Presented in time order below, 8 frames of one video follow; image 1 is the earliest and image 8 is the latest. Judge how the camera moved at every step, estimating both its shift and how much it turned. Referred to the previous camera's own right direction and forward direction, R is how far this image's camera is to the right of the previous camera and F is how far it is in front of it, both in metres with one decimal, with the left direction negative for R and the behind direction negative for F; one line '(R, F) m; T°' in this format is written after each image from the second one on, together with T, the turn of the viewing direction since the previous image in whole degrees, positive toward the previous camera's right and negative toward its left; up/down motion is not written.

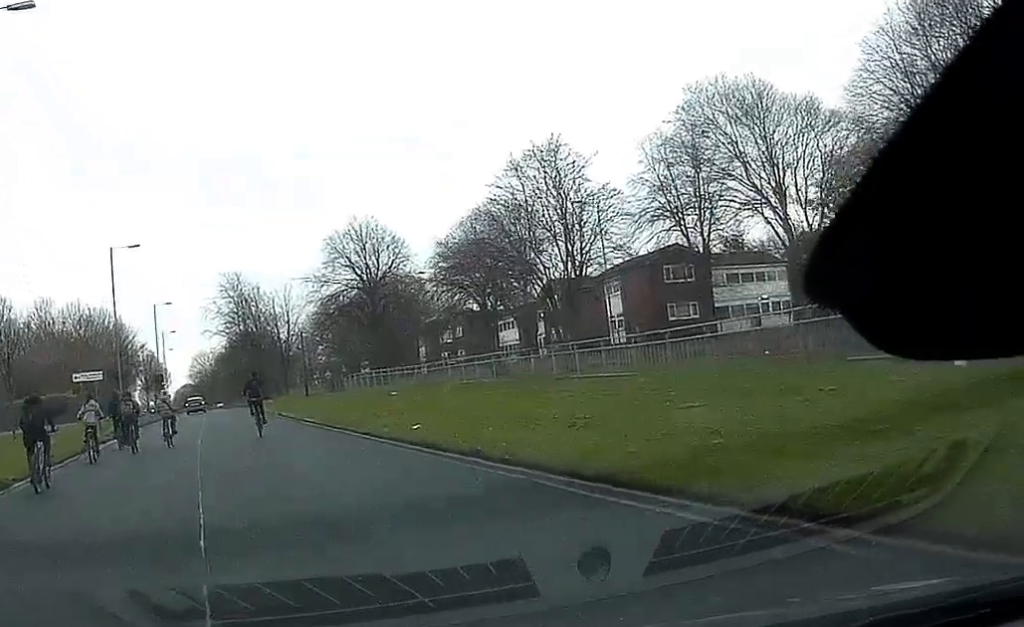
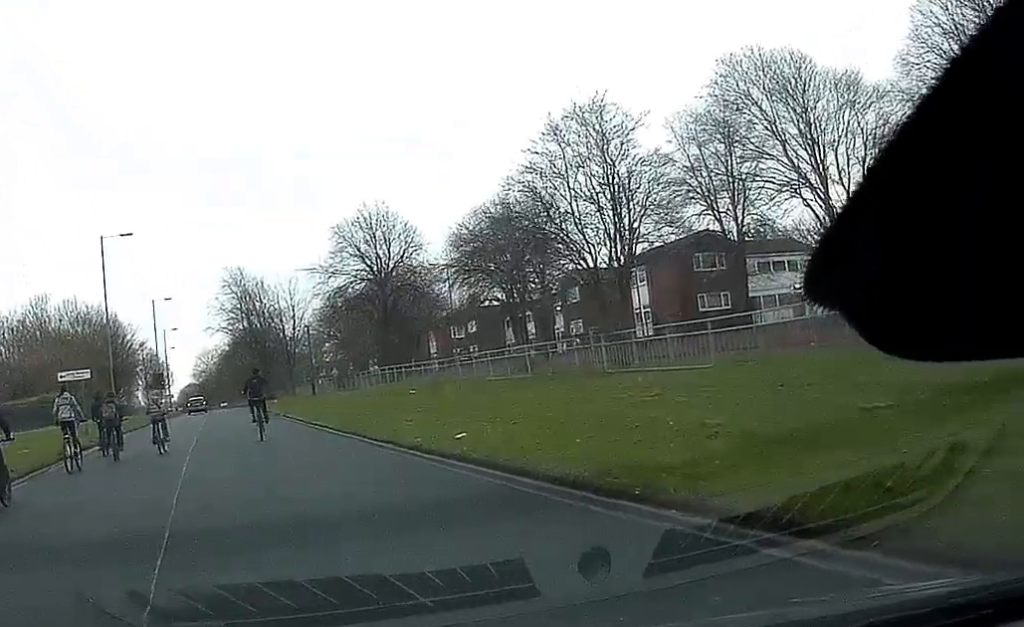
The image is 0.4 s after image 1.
(+0.1, +4.1) m; +1°
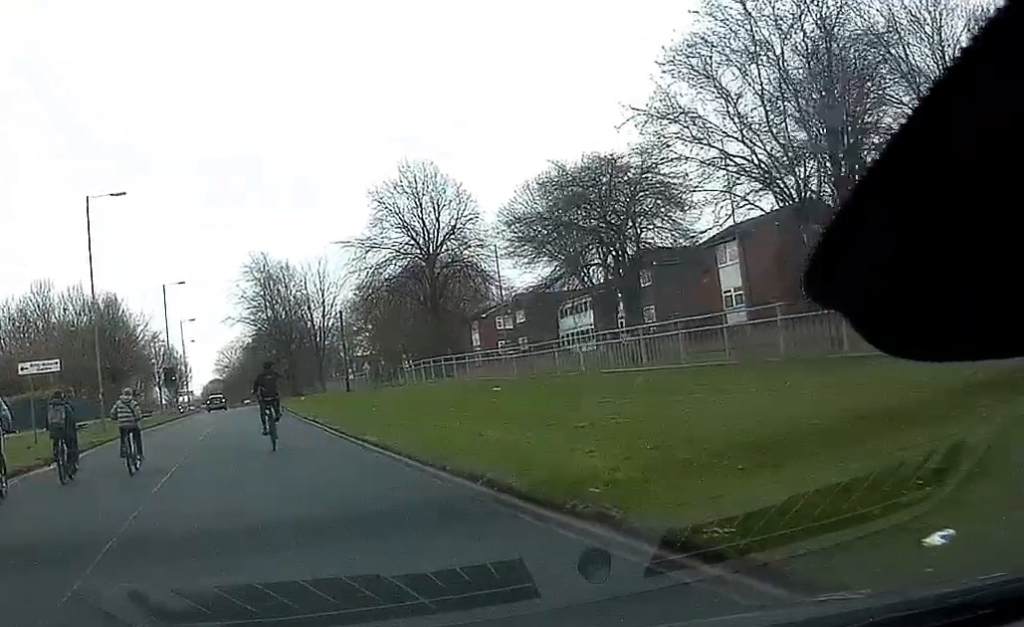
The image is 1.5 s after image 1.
(+0.1, +10.5) m; 0°
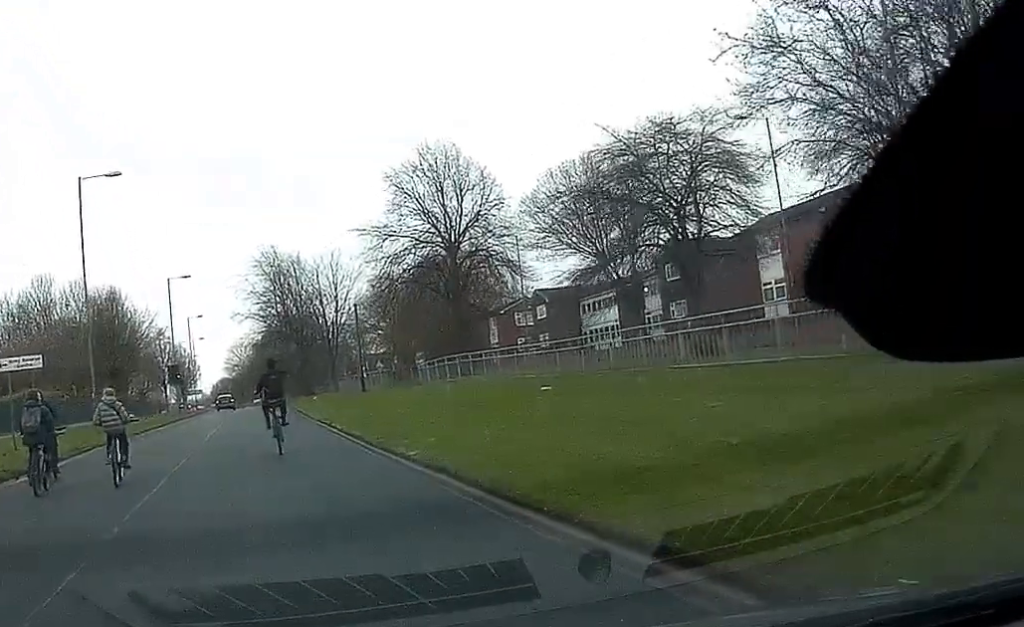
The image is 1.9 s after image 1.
(0.0, +4.2) m; 0°
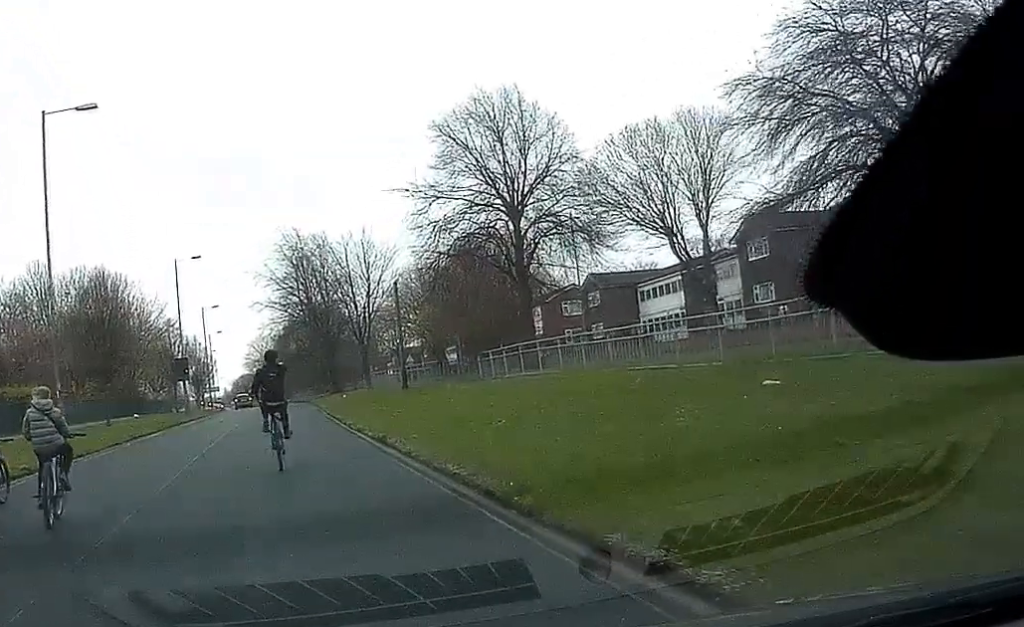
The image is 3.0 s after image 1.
(0.0, +11.2) m; -1°
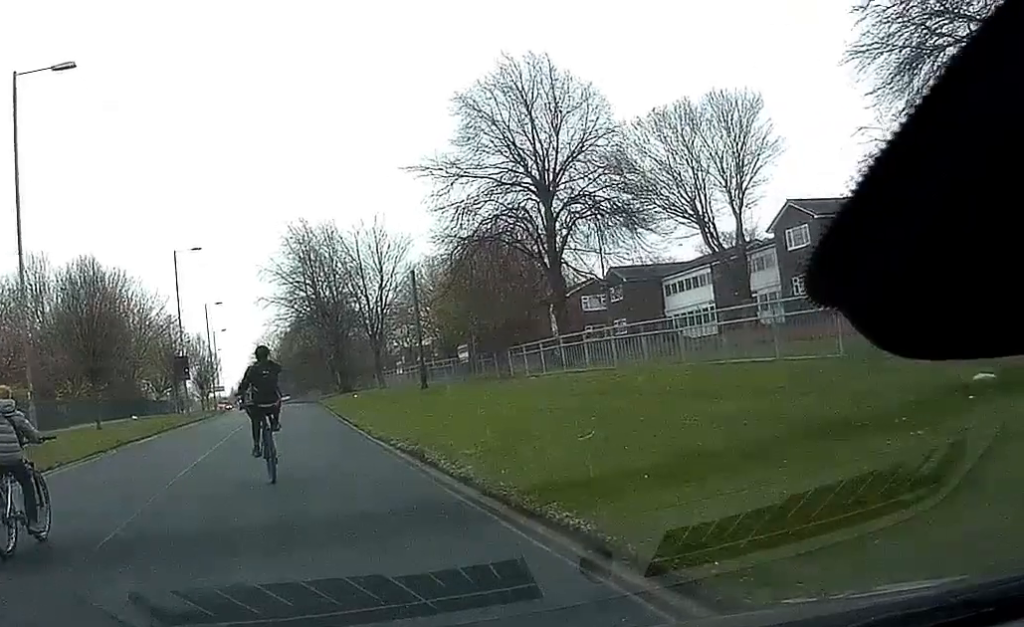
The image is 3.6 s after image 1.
(-0.1, +5.1) m; 0°
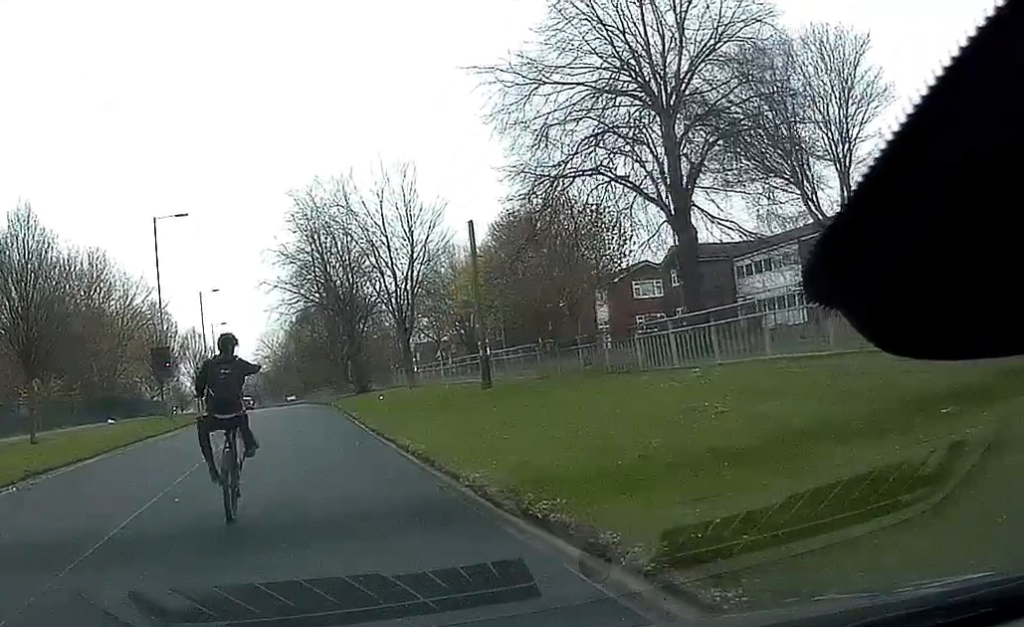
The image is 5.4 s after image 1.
(0.0, +15.7) m; 0°
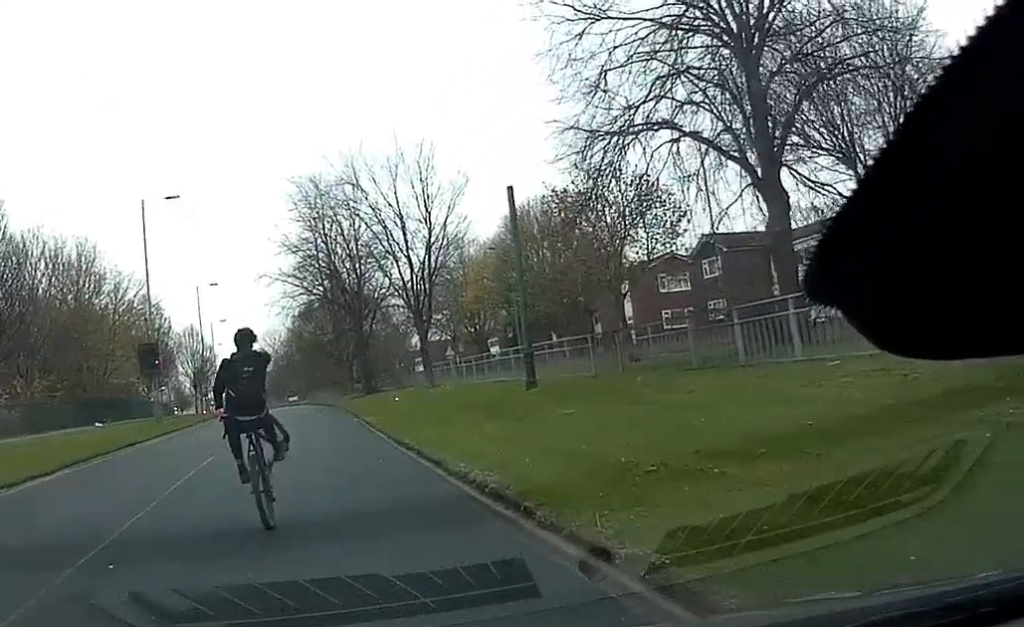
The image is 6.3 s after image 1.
(+0.1, +7.0) m; -1°
